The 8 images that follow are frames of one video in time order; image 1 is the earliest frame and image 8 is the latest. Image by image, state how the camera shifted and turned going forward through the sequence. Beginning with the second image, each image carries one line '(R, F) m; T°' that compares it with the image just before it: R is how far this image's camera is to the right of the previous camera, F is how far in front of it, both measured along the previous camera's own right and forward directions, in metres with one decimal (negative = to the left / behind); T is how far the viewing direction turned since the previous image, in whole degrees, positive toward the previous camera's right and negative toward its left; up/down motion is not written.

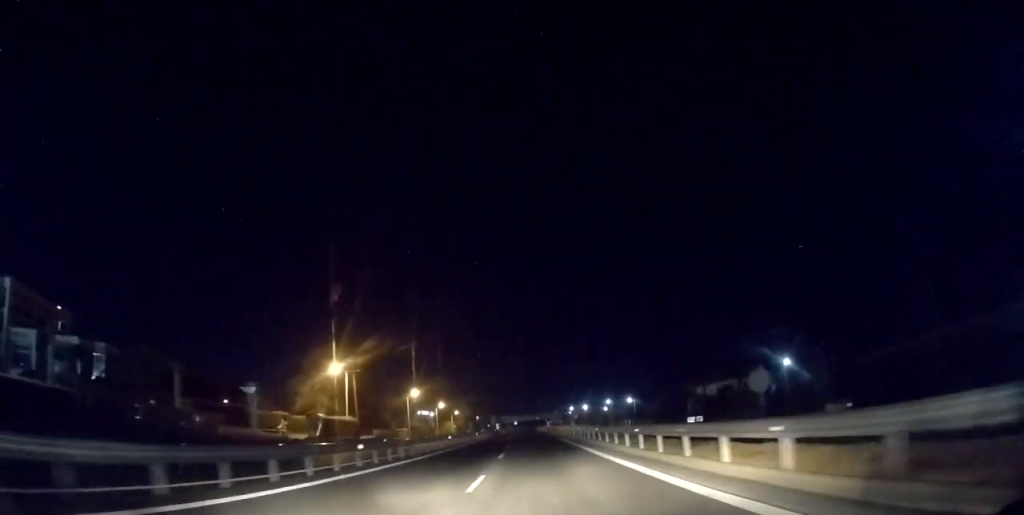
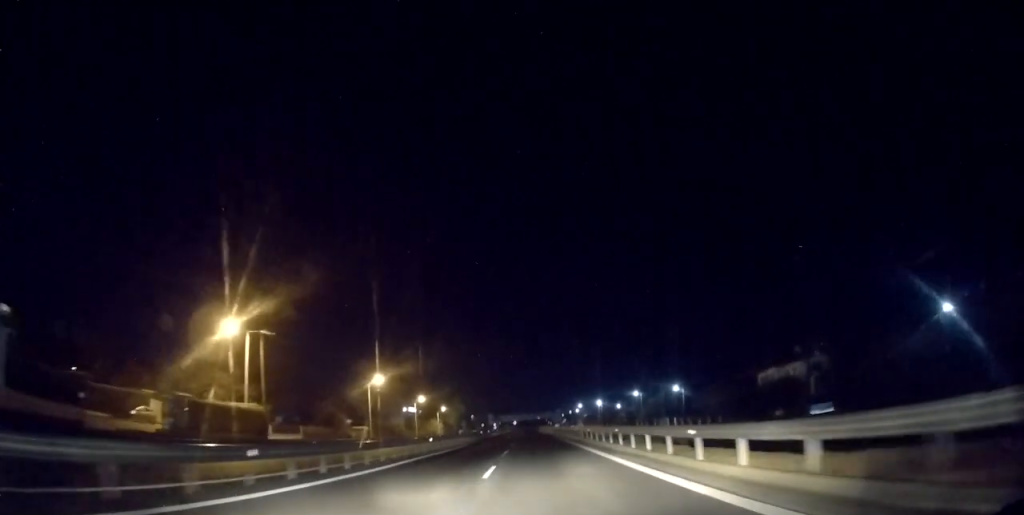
(+0.1, +30.9) m; 0°
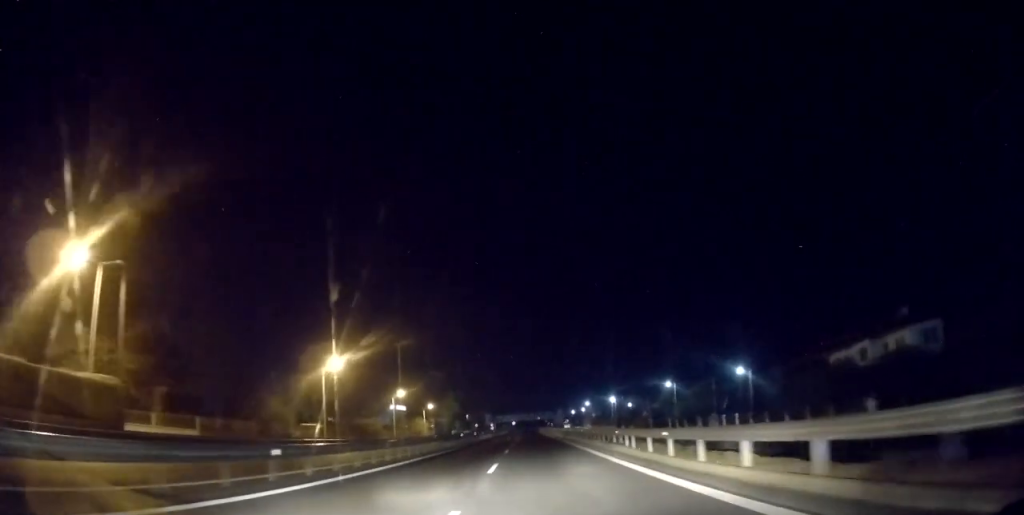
(-0.1, +21.2) m; 0°
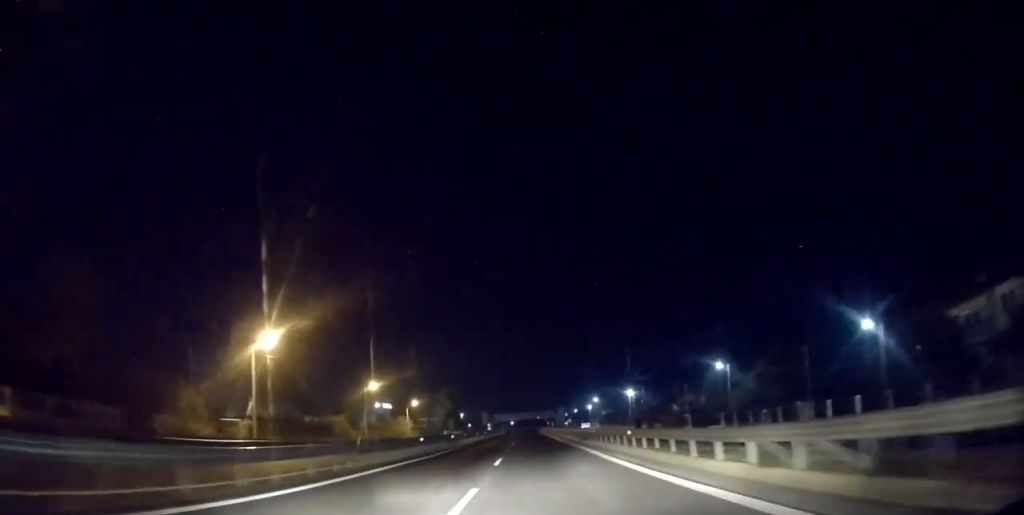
(+0.2, +19.2) m; 0°
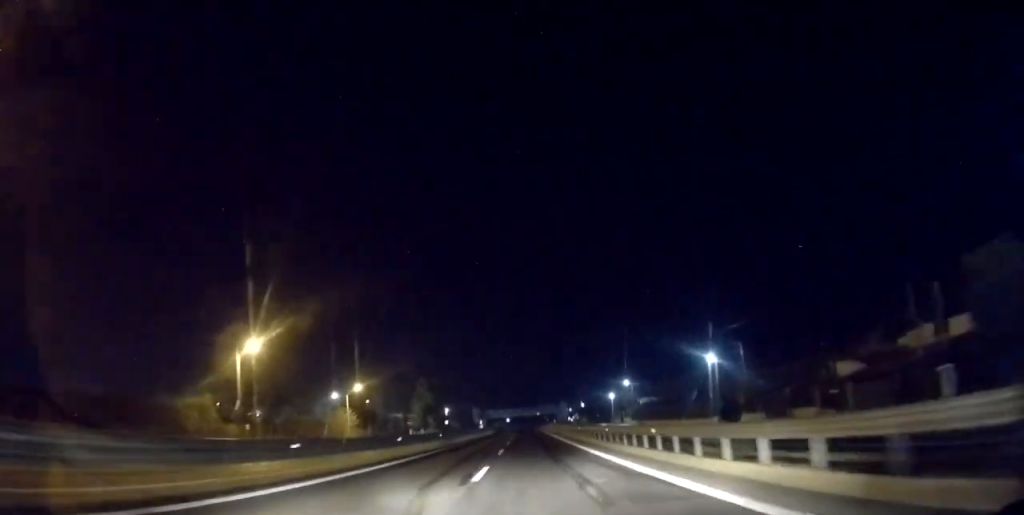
(-0.3, +40.5) m; 0°
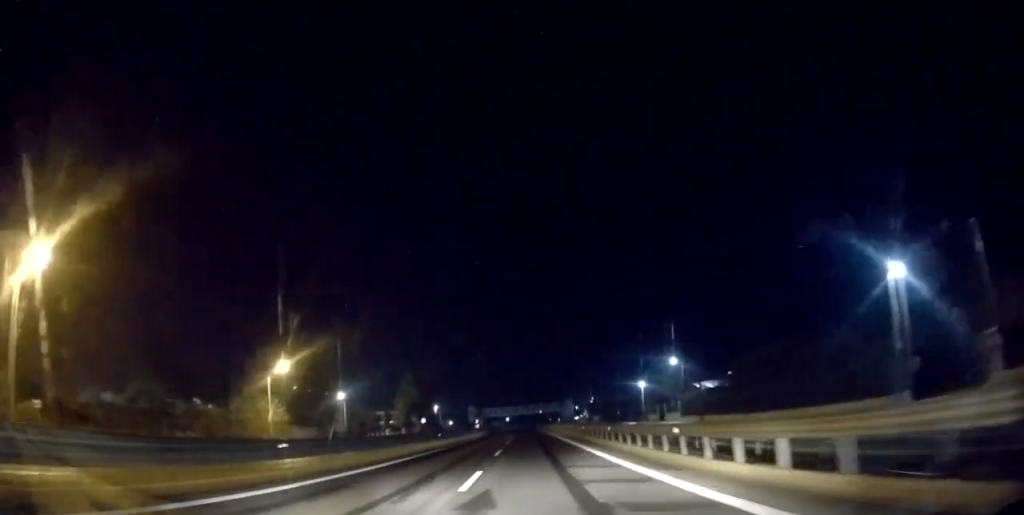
(+0.1, +27.3) m; +1°
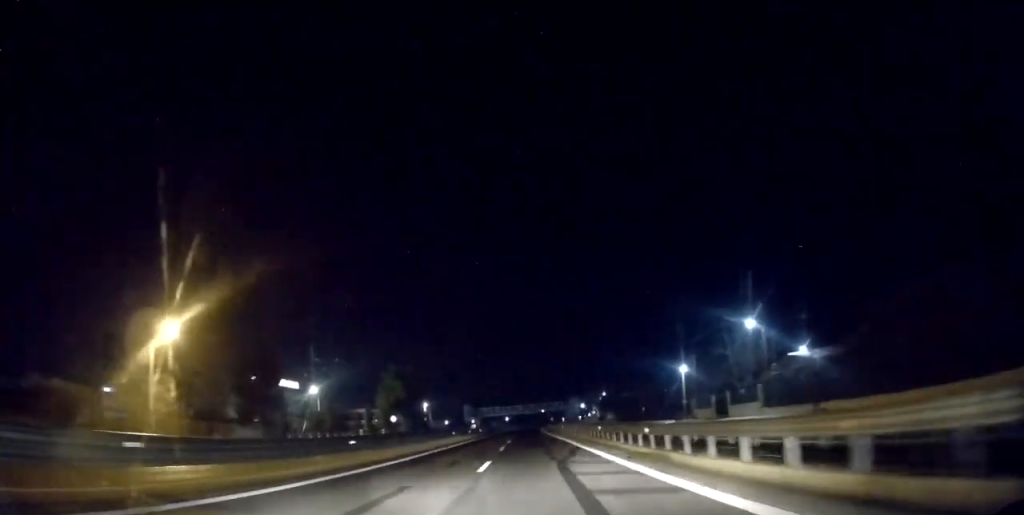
(+0.3, +20.3) m; 0°
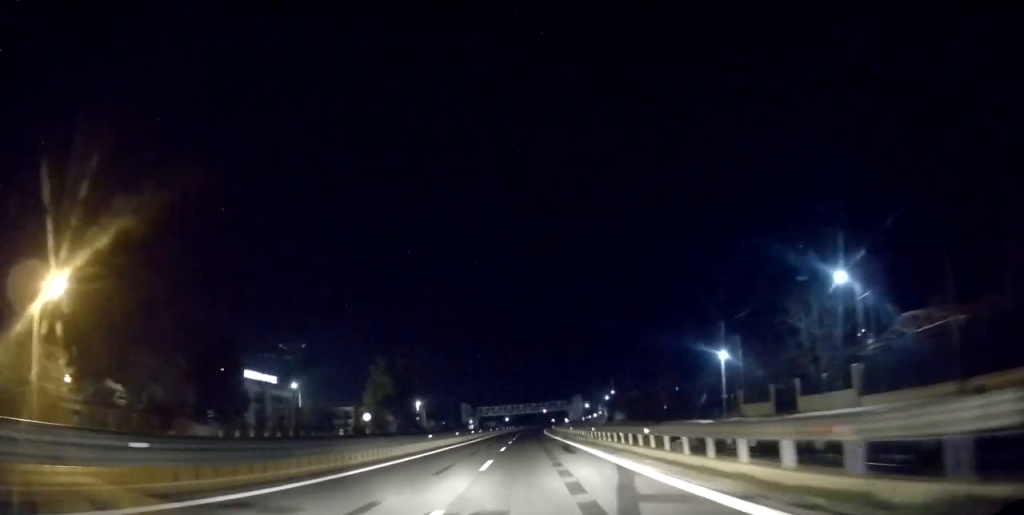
(-0.1, +11.8) m; 0°
